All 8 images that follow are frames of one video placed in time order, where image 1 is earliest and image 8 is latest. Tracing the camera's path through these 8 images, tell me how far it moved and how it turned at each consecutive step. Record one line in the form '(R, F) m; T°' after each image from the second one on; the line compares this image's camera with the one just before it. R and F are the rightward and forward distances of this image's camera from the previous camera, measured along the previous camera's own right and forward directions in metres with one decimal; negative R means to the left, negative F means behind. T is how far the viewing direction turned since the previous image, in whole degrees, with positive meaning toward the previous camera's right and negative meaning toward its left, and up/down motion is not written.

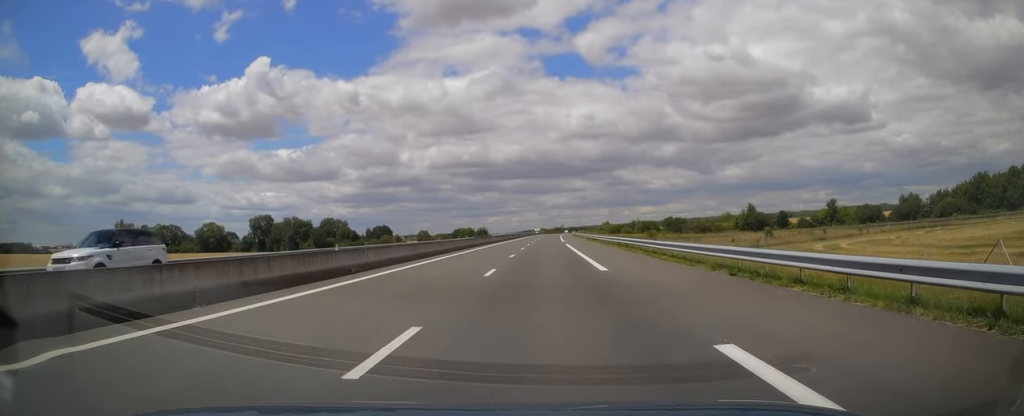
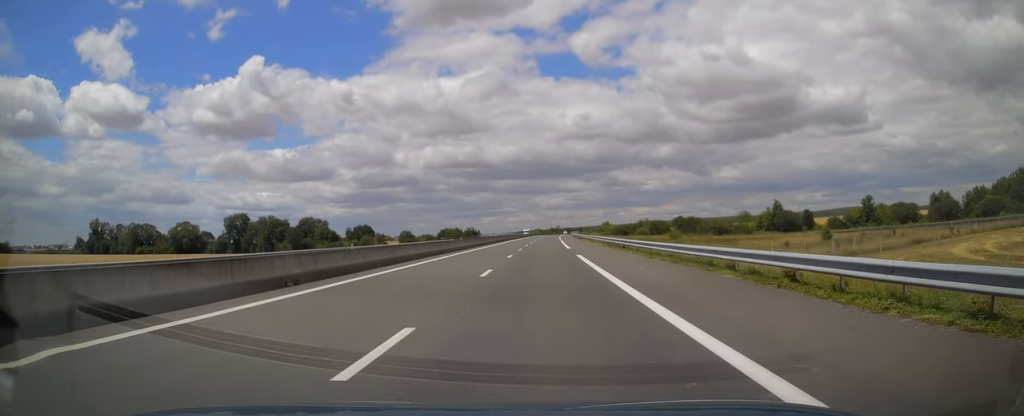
(+0.1, +25.8) m; 0°
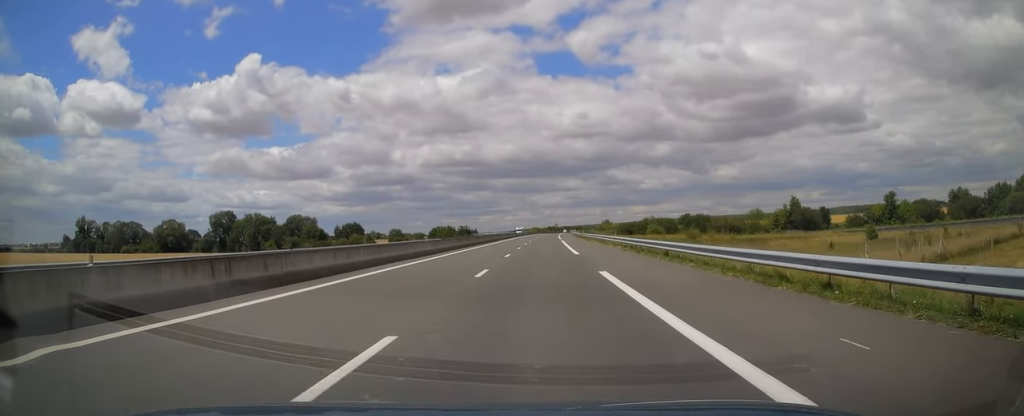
(-0.2, +13.7) m; 0°
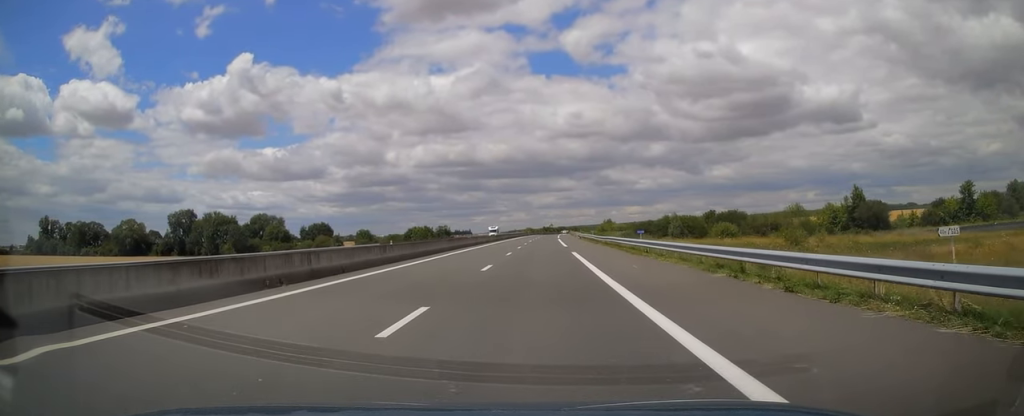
(+0.3, +35.6) m; +1°
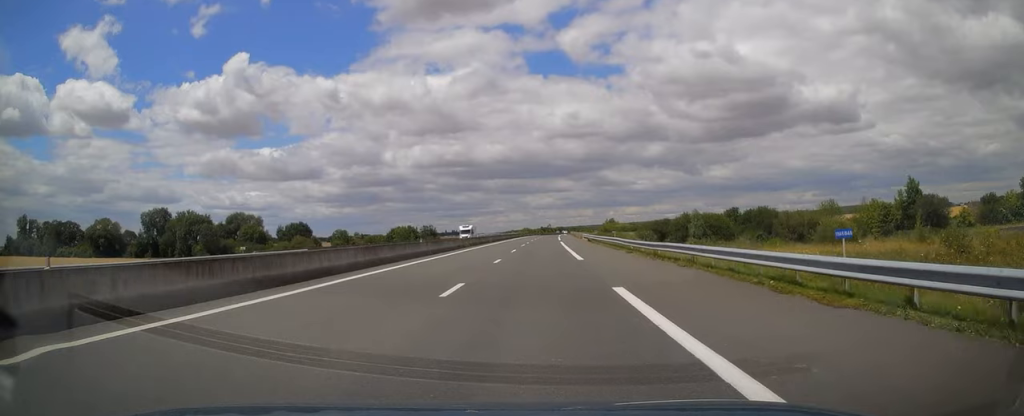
(0.0, +21.0) m; +1°
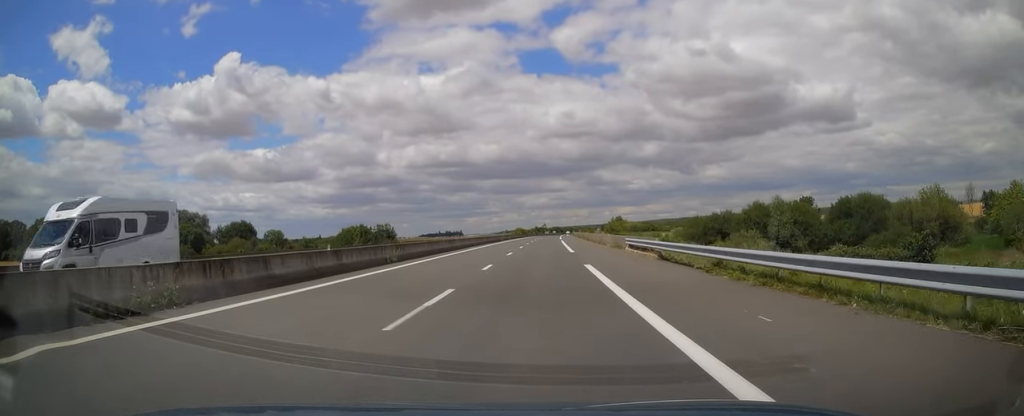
(+0.4, +43.0) m; 0°
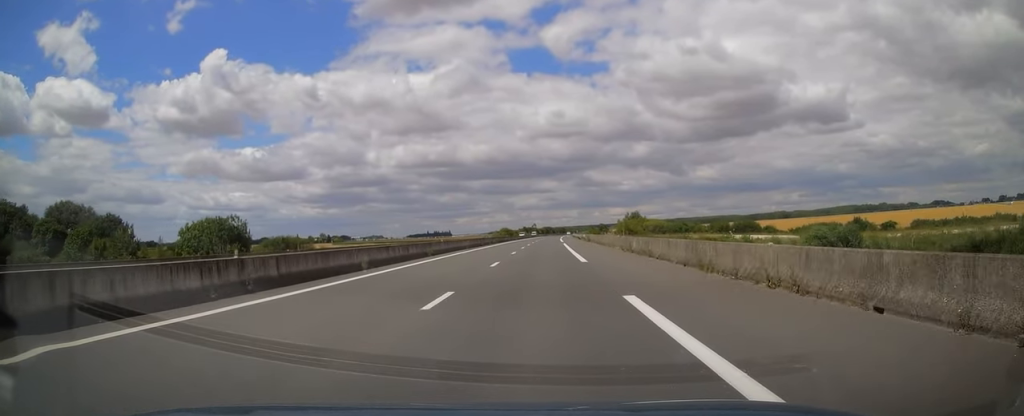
(+0.1, +62.1) m; 0°
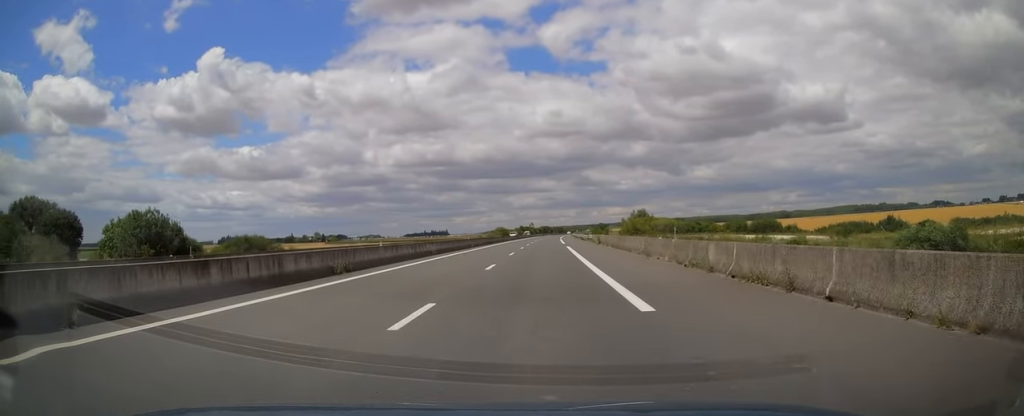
(-0.3, +15.2) m; 0°
